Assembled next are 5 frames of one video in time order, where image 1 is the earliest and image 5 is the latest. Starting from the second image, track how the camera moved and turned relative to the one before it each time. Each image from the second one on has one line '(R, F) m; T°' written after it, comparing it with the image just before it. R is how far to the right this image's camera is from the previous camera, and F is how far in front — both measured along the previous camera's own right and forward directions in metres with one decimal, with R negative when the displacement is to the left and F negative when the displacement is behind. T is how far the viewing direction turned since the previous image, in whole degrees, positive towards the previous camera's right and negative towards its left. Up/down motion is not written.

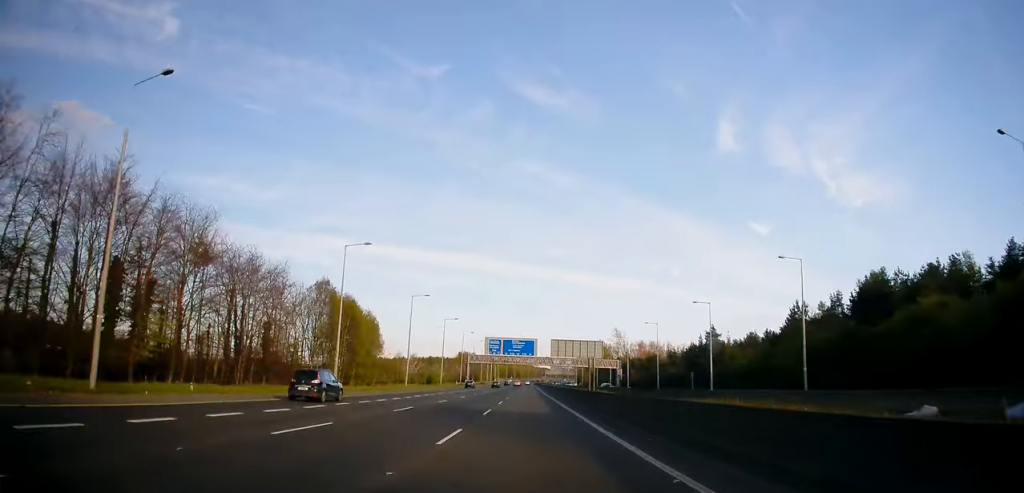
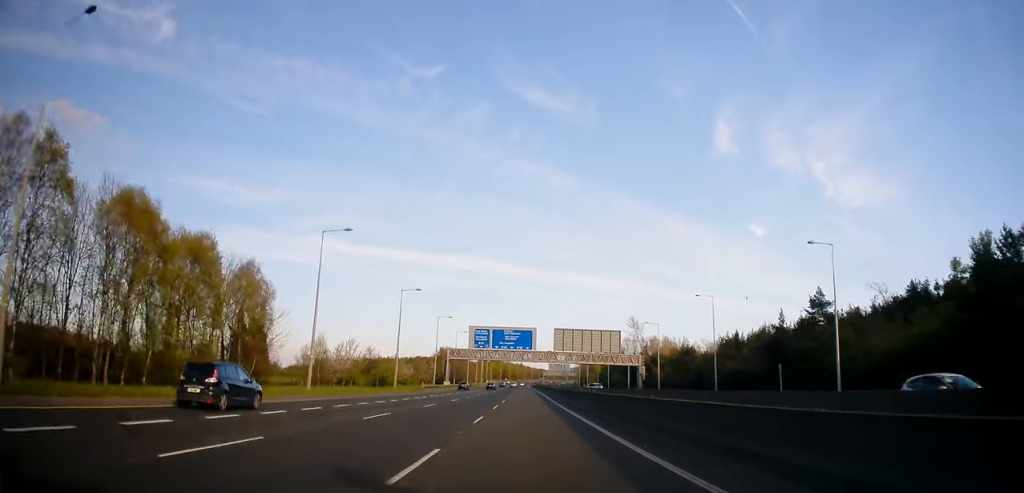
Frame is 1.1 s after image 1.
(-0.2, +39.7) m; 0°
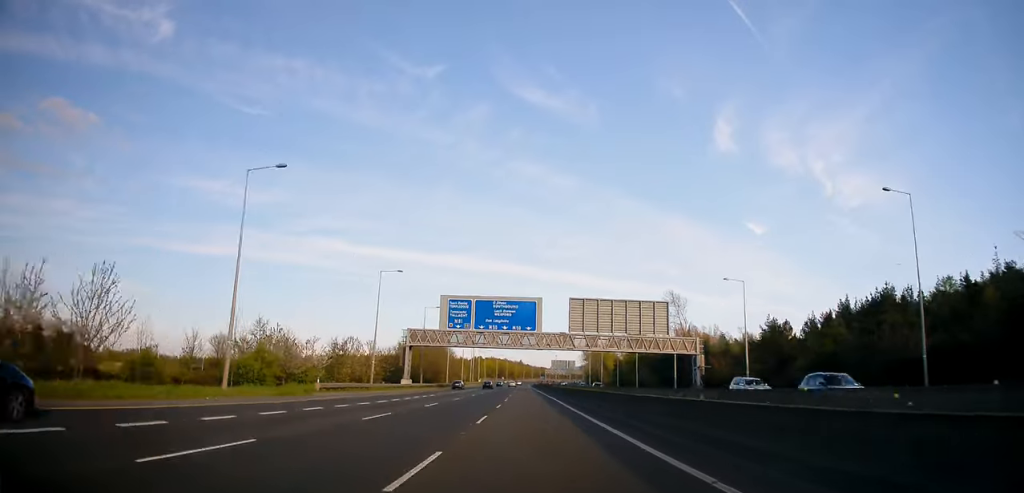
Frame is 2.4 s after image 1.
(+0.2, +46.6) m; 0°
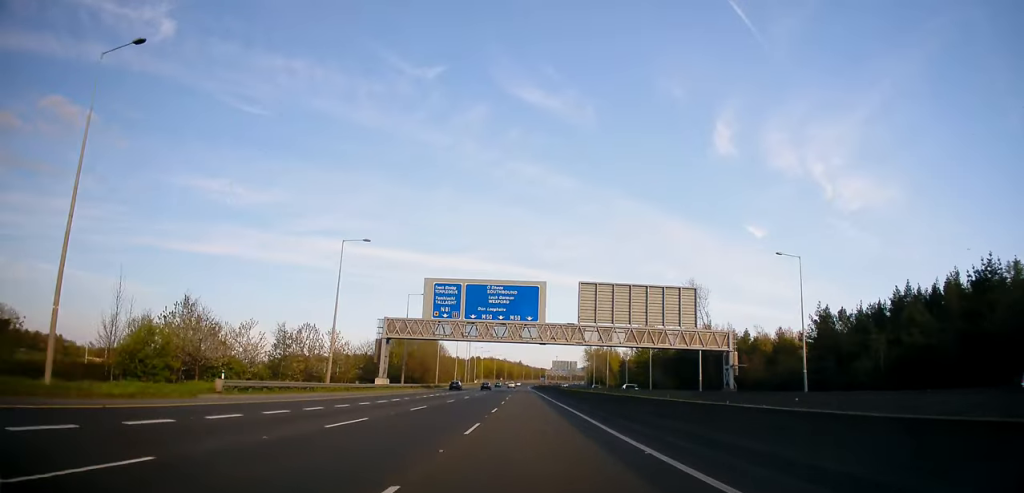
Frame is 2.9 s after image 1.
(-0.1, +15.5) m; 0°
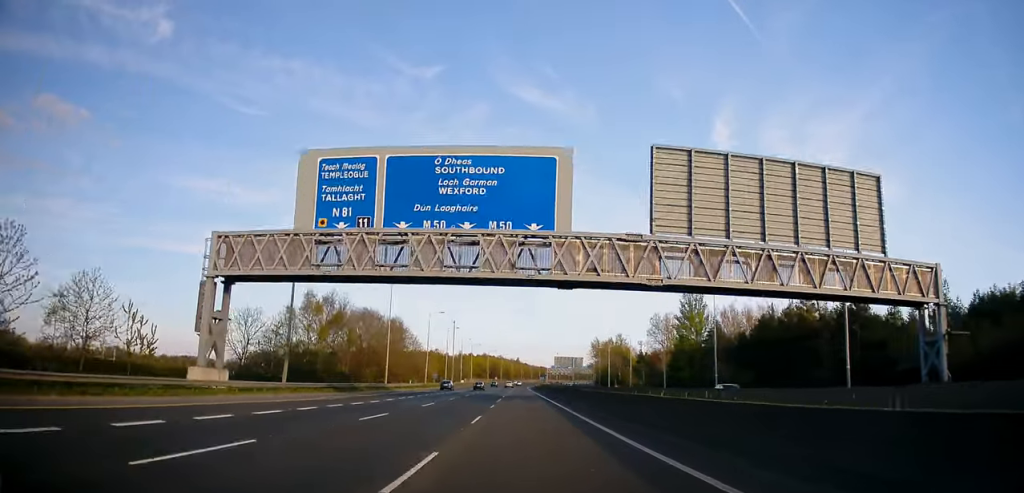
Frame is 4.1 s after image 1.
(+0.3, +43.6) m; +1°
